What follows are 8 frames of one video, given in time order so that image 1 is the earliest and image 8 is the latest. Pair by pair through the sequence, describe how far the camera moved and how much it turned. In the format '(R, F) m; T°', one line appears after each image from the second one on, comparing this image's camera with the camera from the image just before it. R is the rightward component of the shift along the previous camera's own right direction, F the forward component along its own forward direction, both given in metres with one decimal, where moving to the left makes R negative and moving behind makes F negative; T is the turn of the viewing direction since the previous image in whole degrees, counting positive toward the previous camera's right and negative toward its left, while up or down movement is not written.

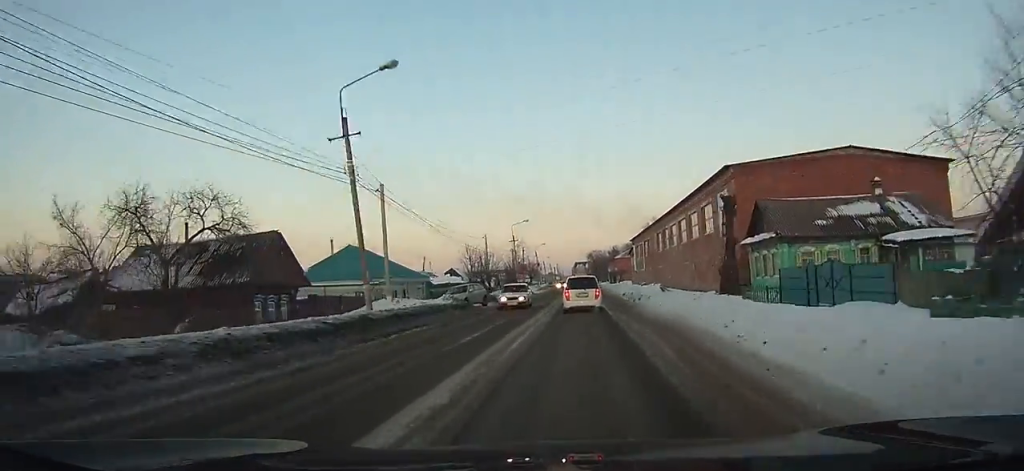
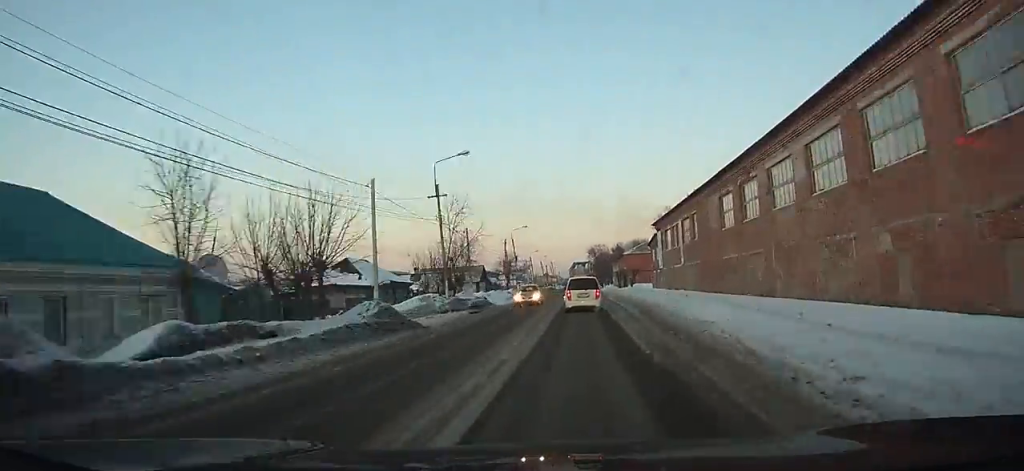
(-0.4, +37.3) m; -1°
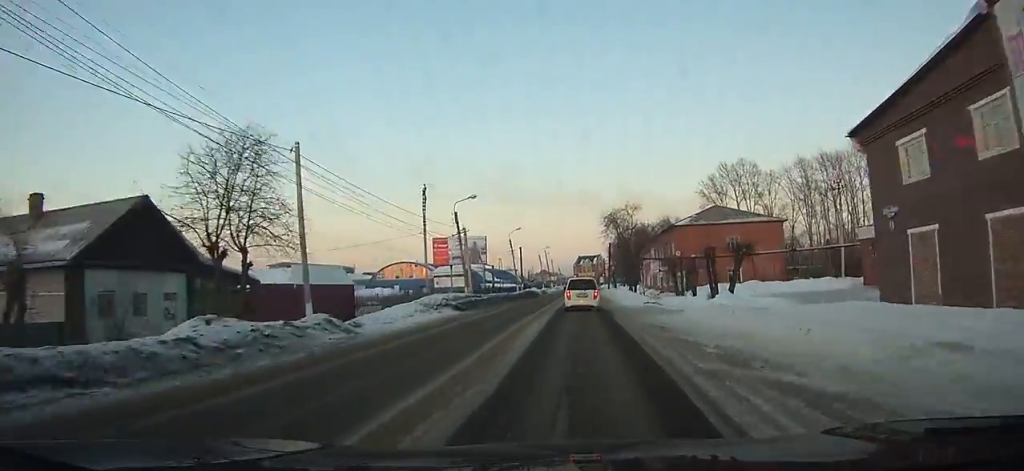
(+0.2, +68.9) m; +1°
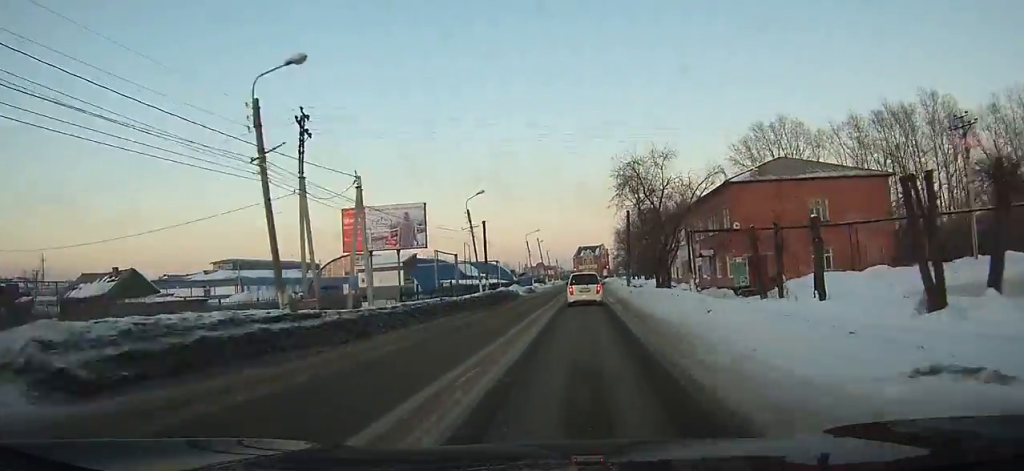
(+0.1, +26.2) m; 0°
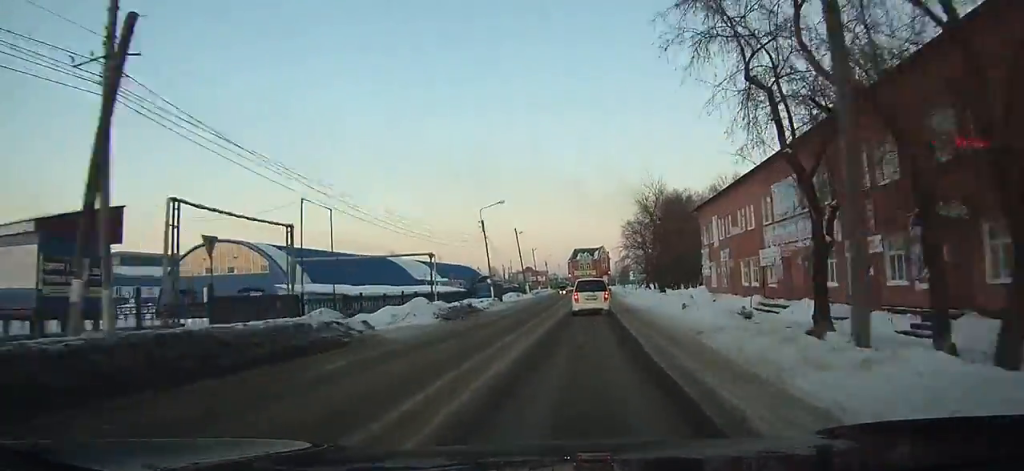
(+0.2, +33.9) m; +1°
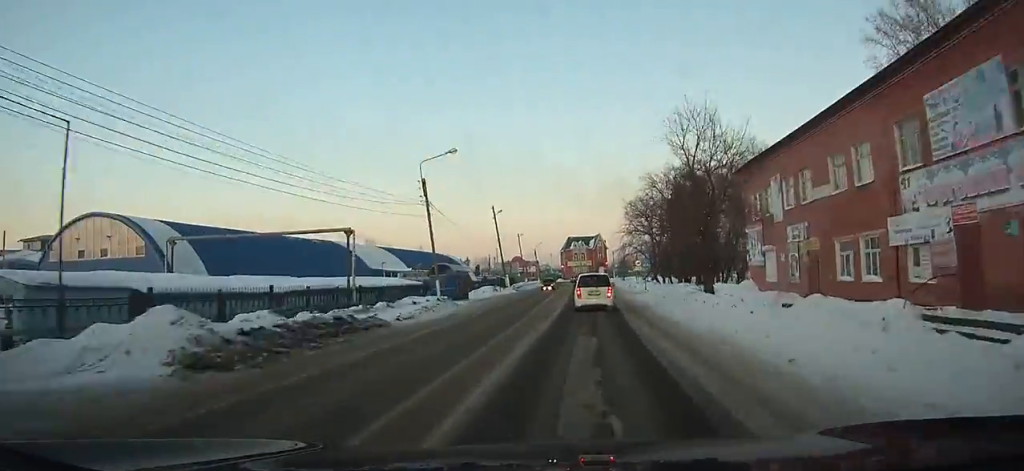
(+0.1, +16.2) m; 0°
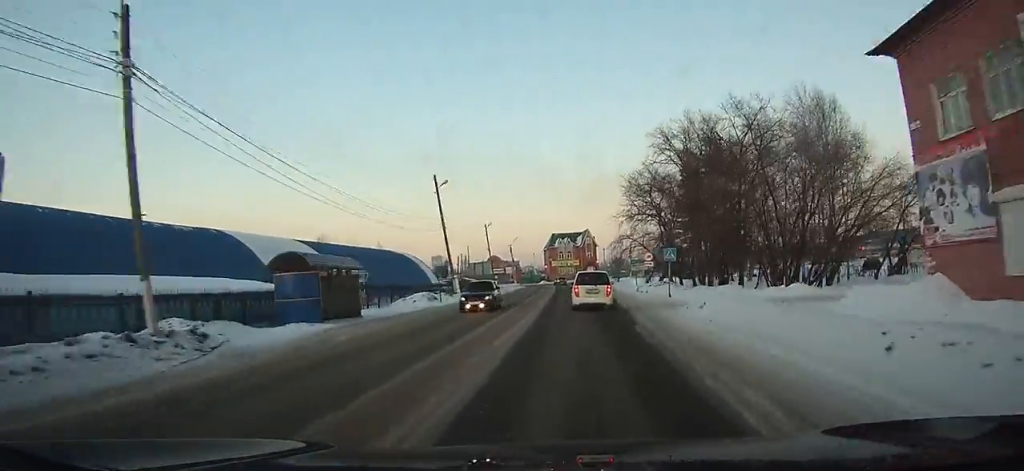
(+0.1, +21.6) m; 0°
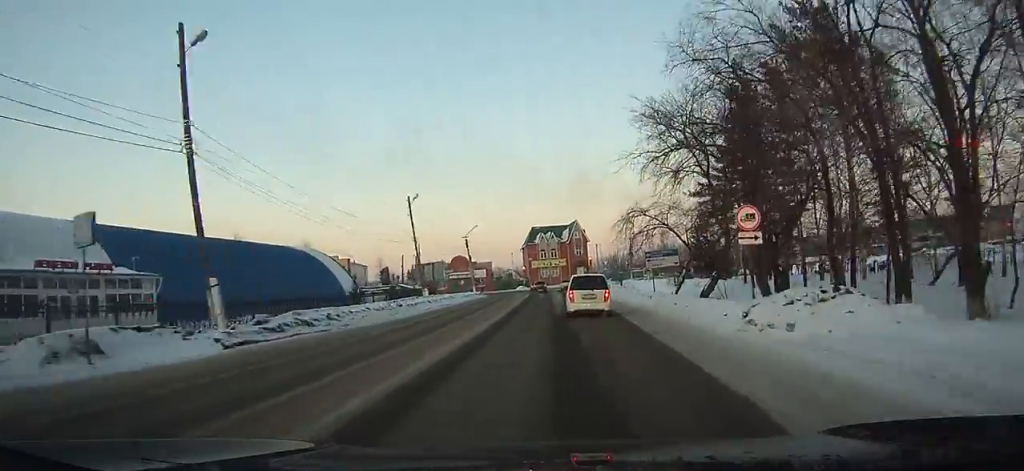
(0.0, +29.1) m; 0°
